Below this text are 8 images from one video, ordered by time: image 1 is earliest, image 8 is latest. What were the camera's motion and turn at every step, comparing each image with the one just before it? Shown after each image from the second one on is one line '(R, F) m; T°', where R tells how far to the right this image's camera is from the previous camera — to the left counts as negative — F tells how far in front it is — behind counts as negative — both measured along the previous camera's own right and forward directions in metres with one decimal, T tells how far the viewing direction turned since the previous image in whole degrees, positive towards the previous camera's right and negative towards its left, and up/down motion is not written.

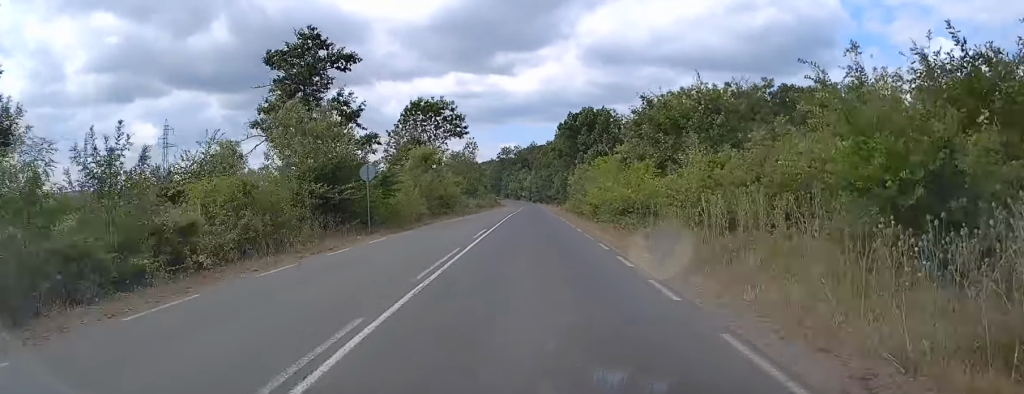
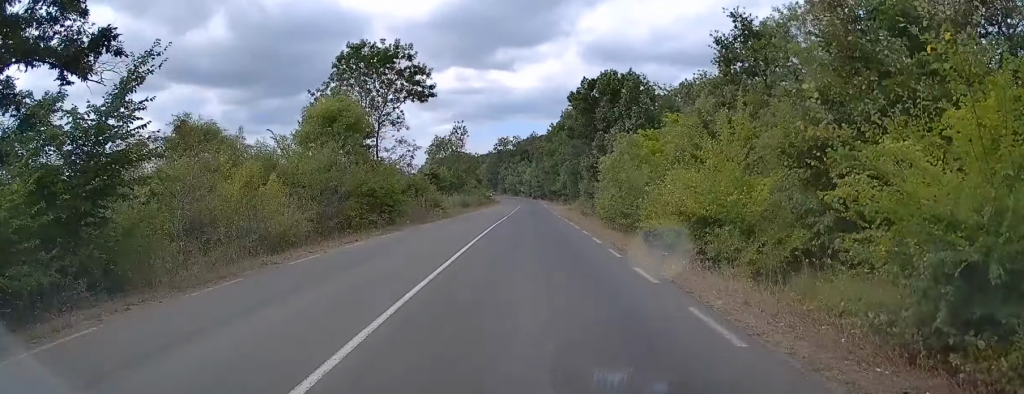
(+0.3, +22.7) m; 0°
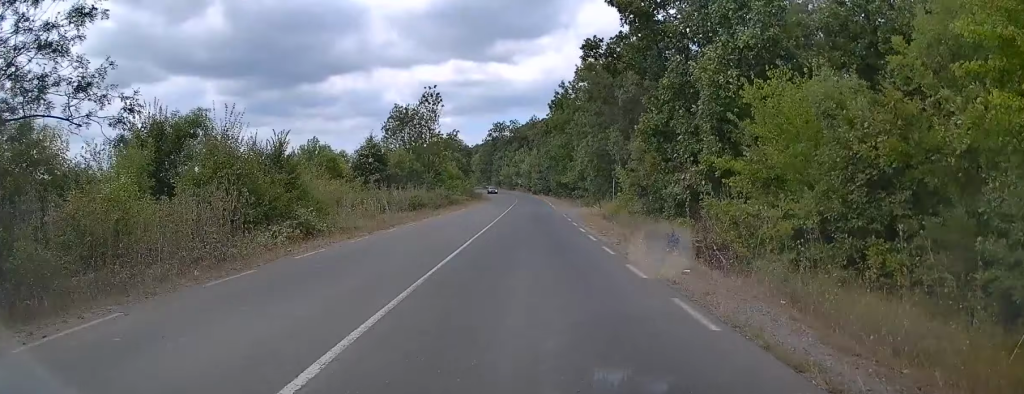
(-0.3, +31.6) m; 0°
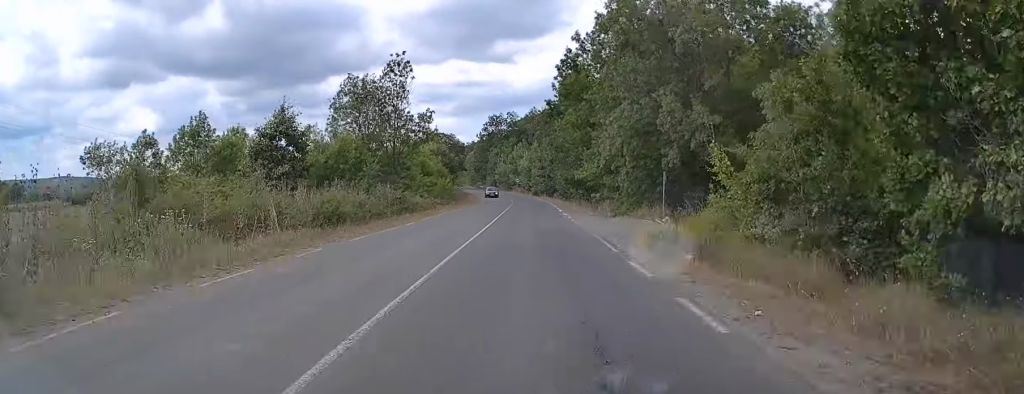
(+0.2, +20.2) m; 0°
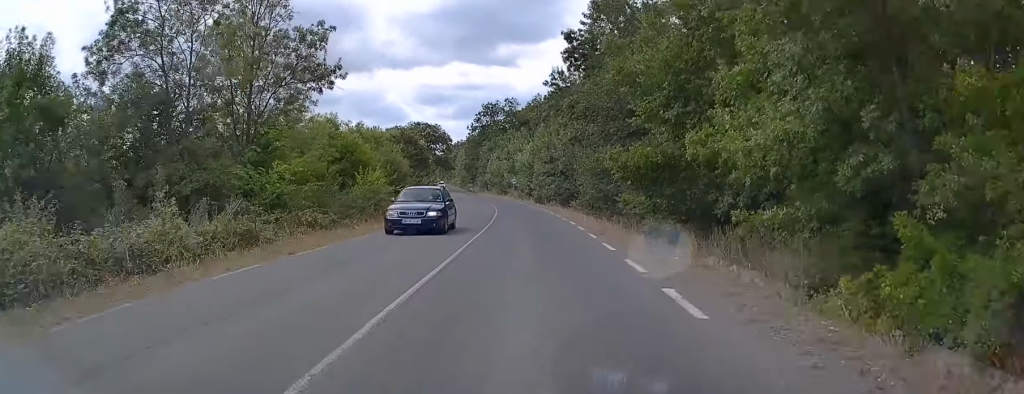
(0.0, +32.2) m; 0°
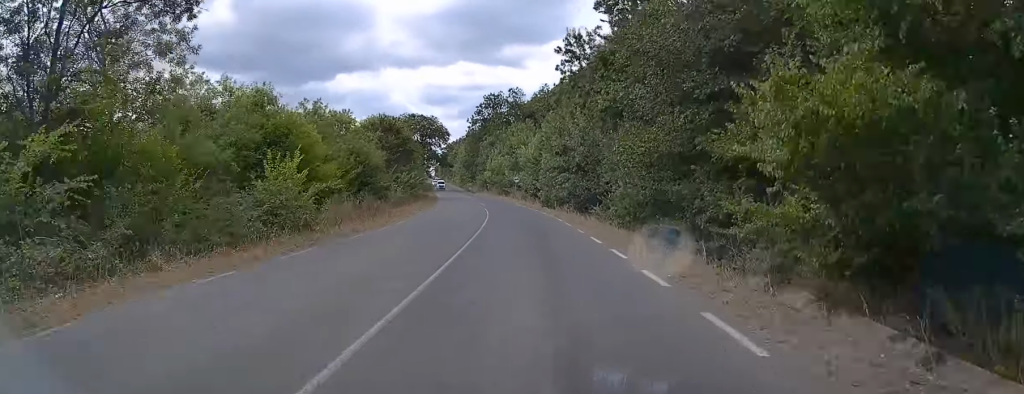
(+0.2, +13.6) m; 0°
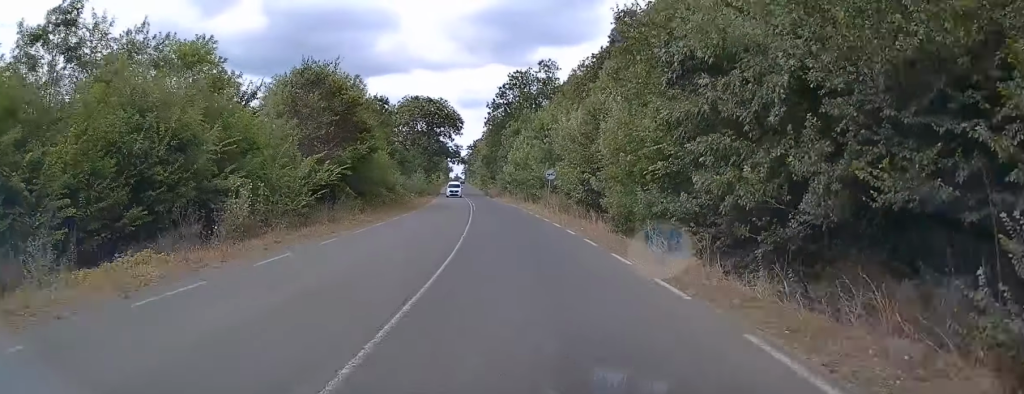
(-1.1, +29.4) m; -4°
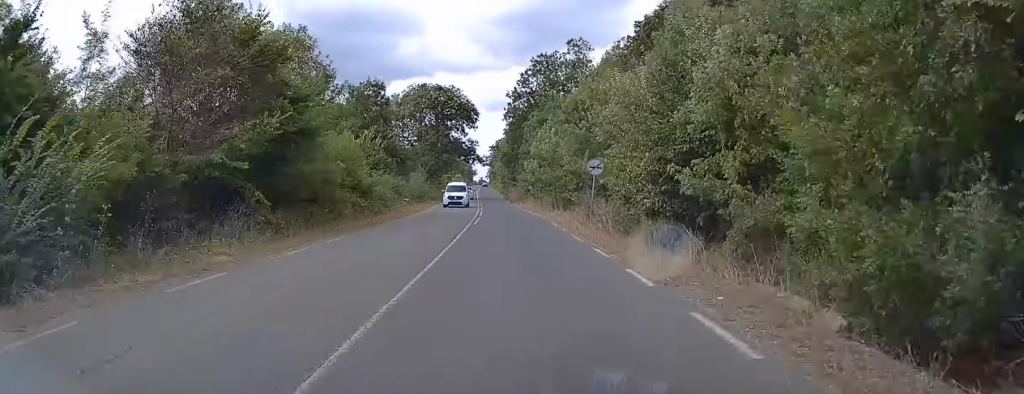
(-0.4, +15.2) m; -2°
